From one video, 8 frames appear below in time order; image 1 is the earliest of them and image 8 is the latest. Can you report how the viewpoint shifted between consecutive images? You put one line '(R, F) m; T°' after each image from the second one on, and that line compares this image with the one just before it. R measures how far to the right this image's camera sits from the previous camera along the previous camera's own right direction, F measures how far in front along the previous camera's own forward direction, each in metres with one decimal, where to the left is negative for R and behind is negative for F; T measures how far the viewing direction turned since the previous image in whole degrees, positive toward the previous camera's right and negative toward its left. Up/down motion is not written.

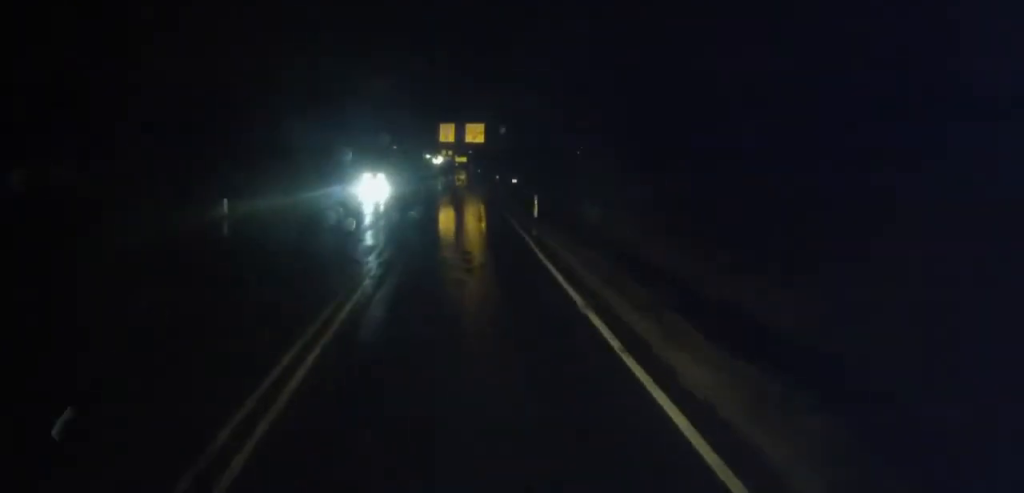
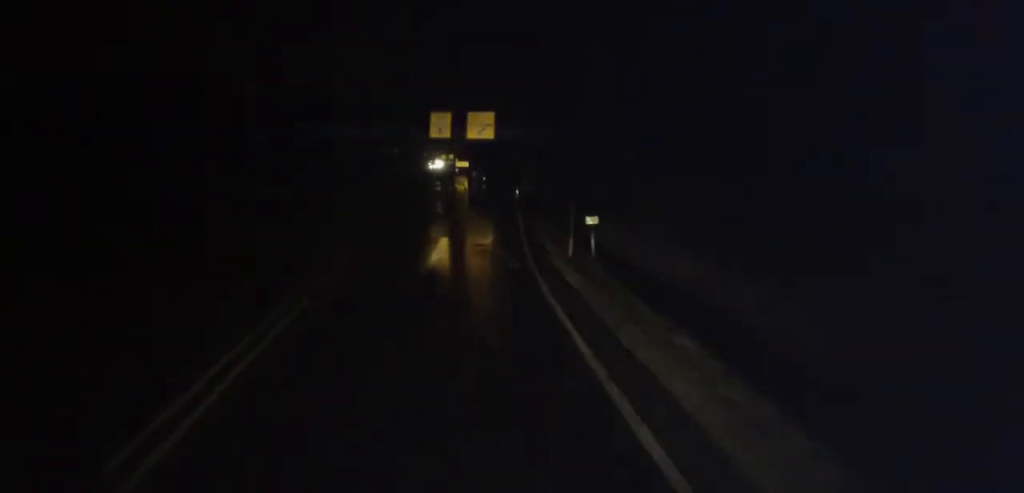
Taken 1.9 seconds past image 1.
(-0.4, +28.9) m; -1°
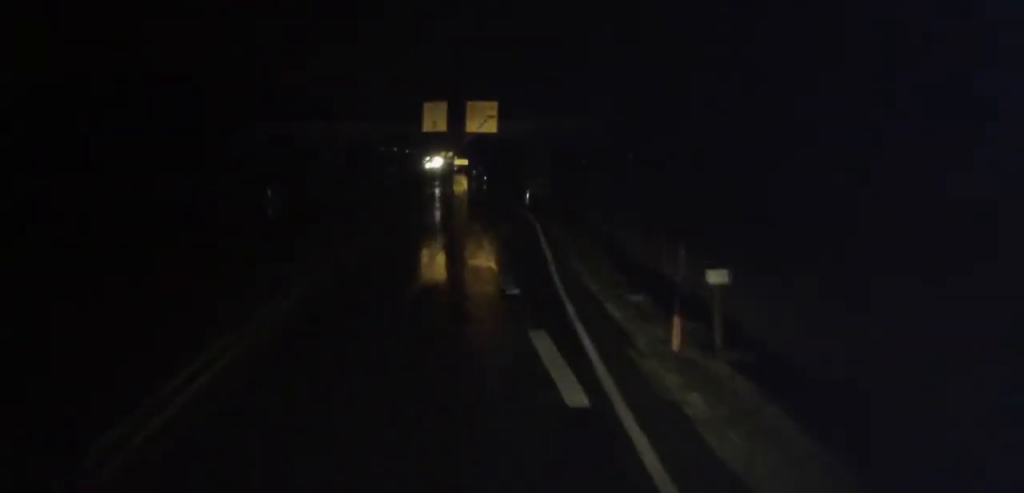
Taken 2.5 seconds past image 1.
(0.0, +9.3) m; 0°
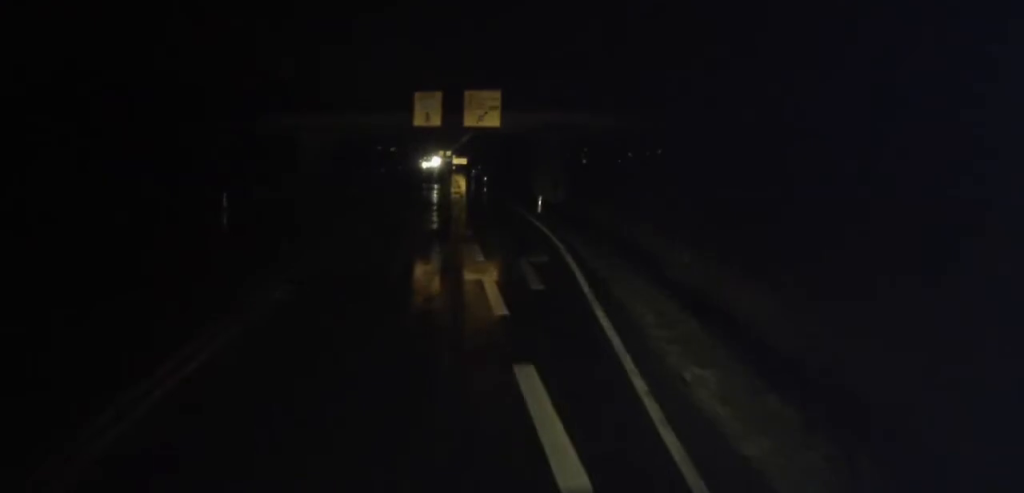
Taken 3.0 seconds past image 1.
(-0.1, +7.8) m; +1°
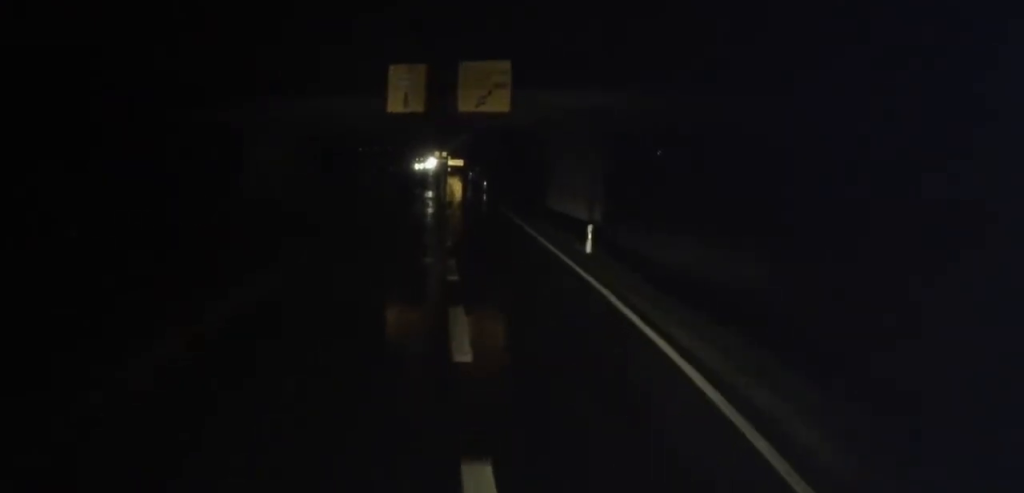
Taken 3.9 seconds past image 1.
(+0.2, +14.5) m; 0°
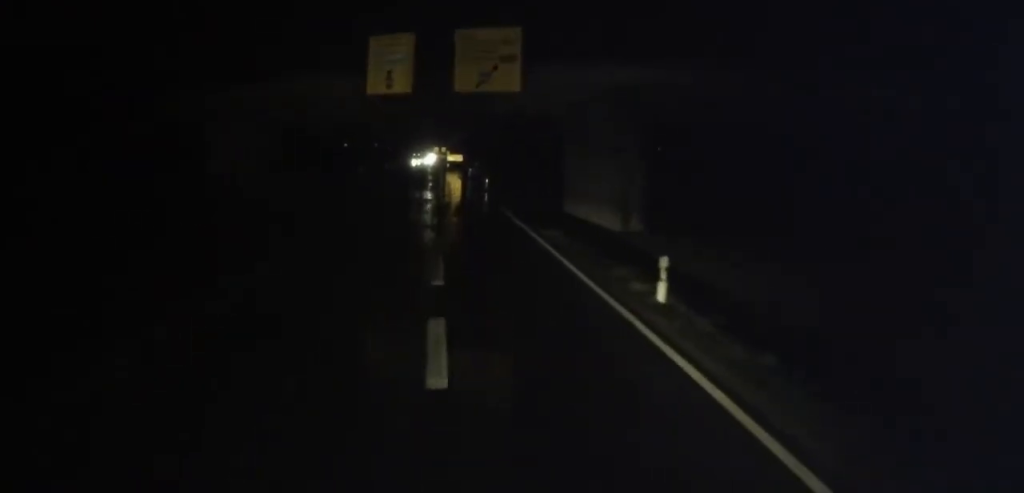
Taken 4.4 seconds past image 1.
(0.0, +7.2) m; 0°
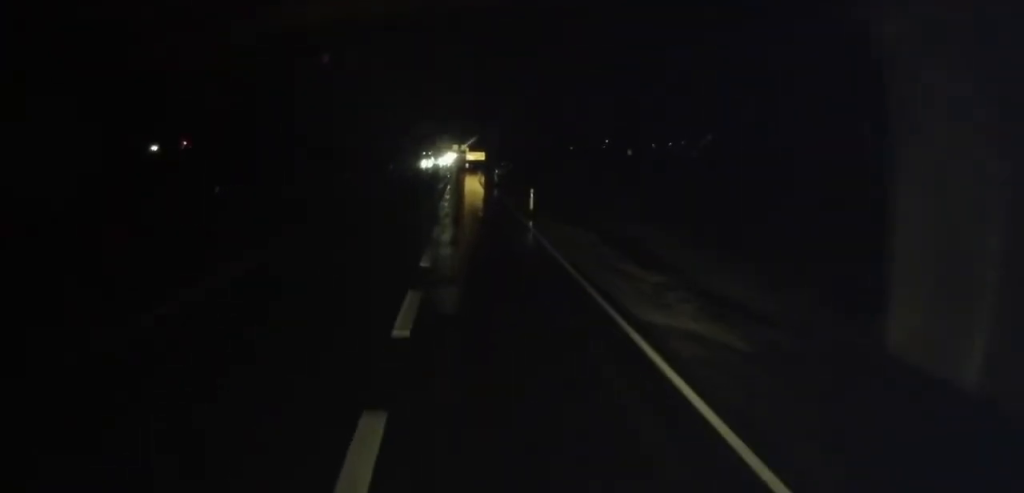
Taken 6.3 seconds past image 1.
(-0.5, +28.6) m; -1°
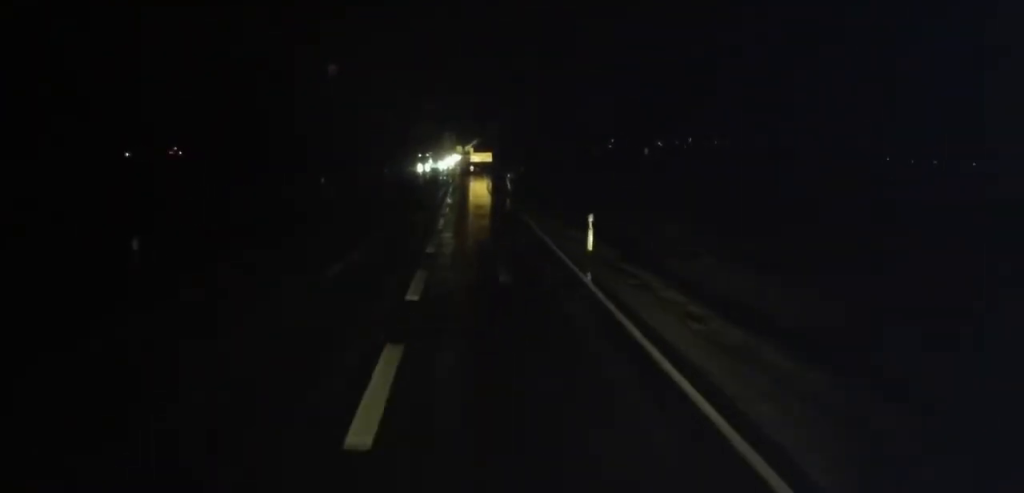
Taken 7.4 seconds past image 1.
(+0.1, +16.2) m; +1°
